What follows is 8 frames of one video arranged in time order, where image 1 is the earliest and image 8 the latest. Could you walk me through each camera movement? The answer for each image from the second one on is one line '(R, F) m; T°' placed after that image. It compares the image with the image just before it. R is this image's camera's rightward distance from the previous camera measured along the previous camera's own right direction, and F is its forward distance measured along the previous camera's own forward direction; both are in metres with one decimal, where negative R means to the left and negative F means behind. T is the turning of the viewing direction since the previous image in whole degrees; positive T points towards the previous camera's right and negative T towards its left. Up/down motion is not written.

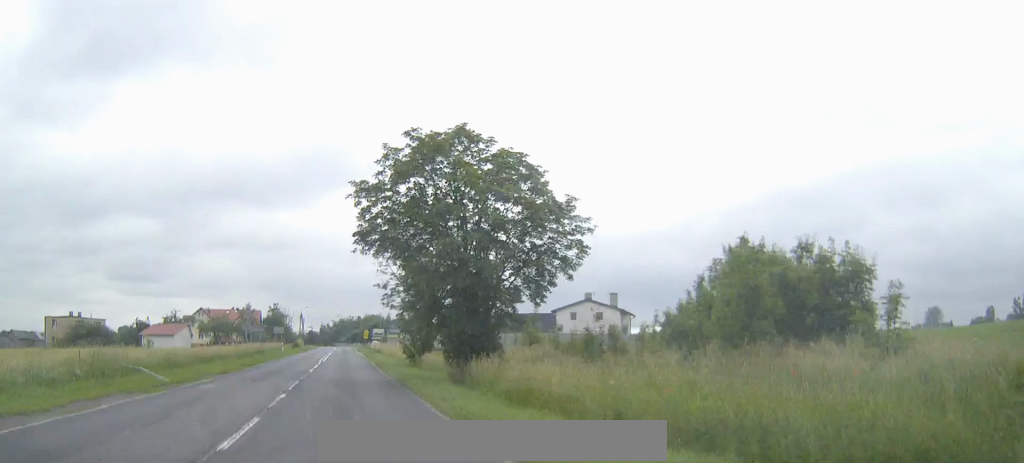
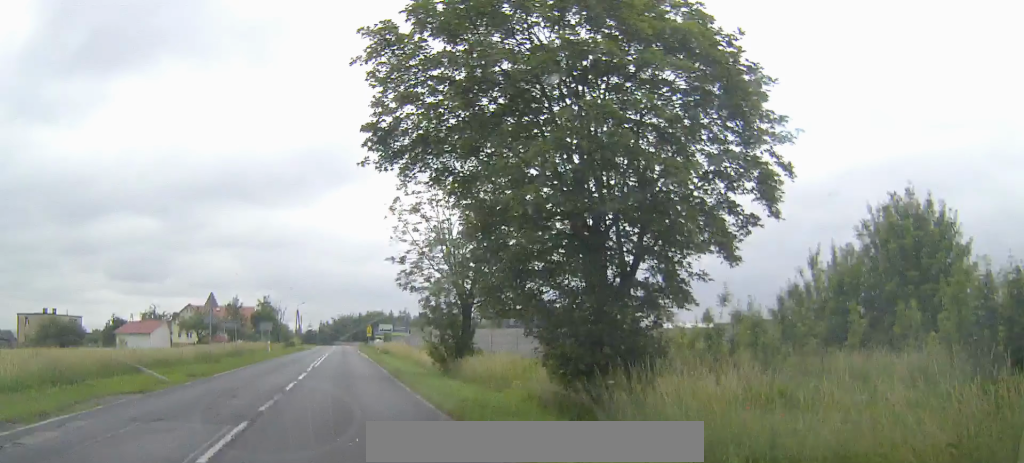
(0.0, +13.6) m; 0°
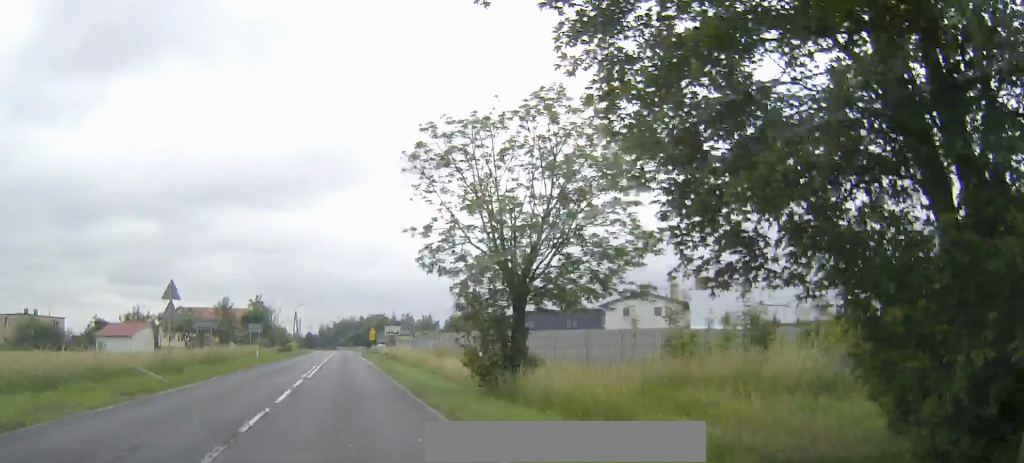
(0.0, +8.9) m; 0°
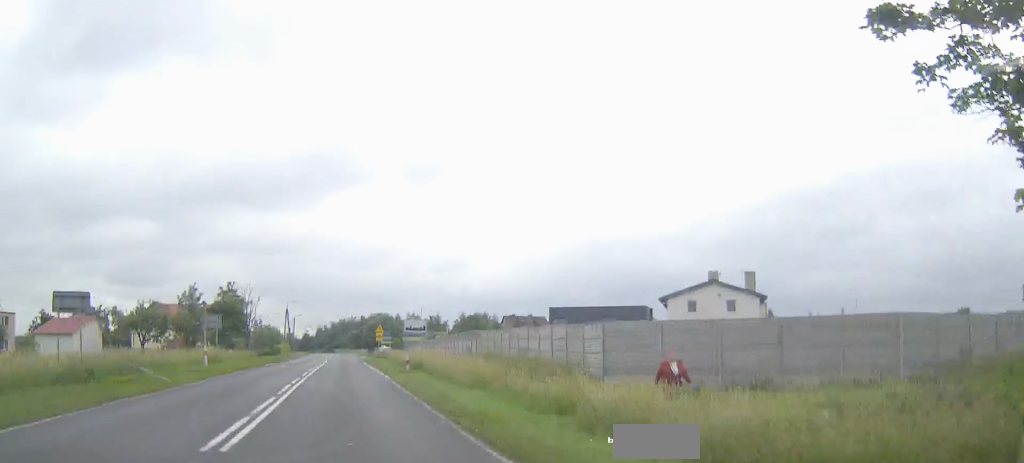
(0.0, +20.0) m; 0°
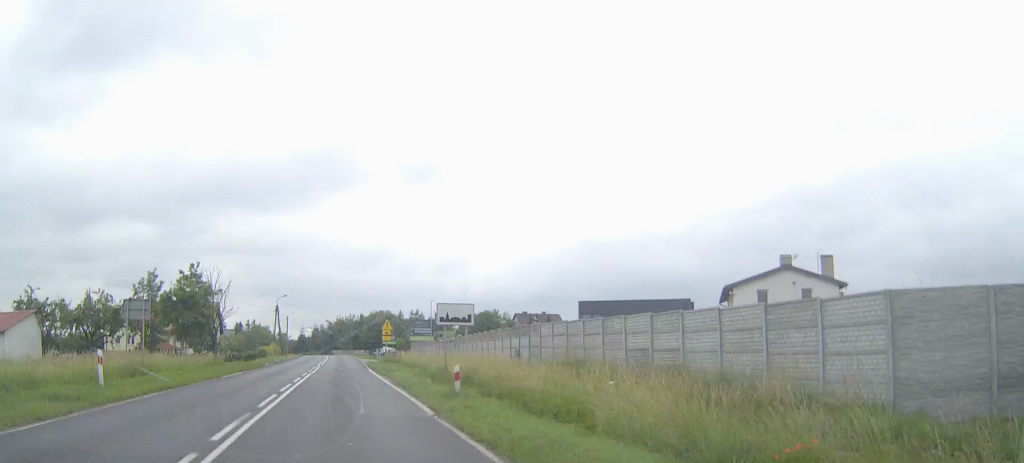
(0.0, +14.6) m; 0°
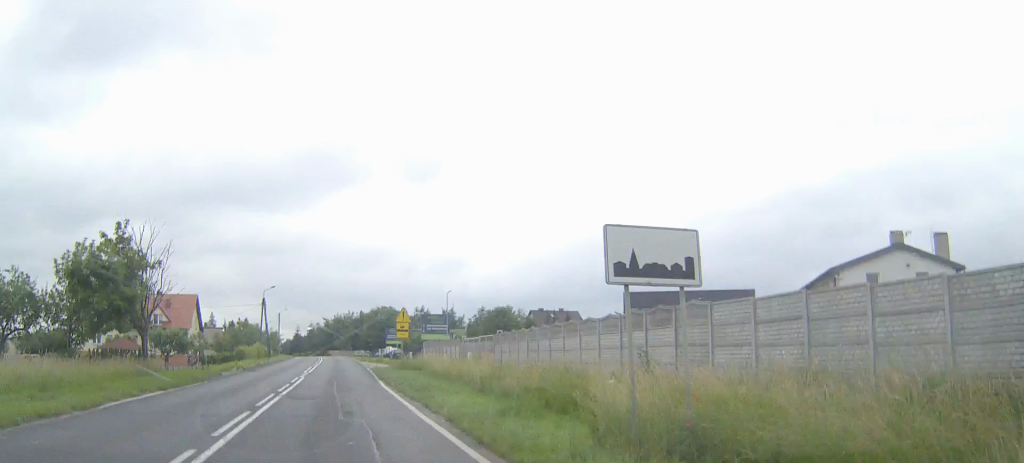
(0.0, +16.2) m; 0°
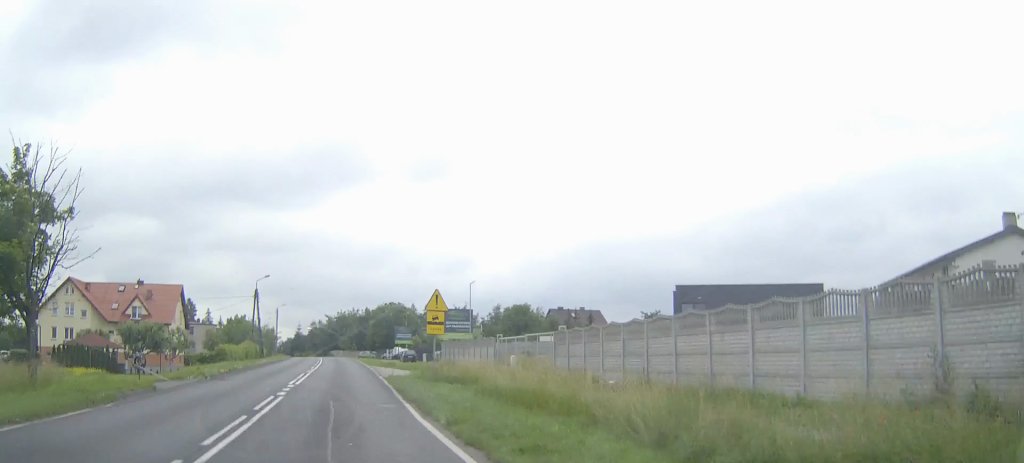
(0.0, +11.9) m; 0°
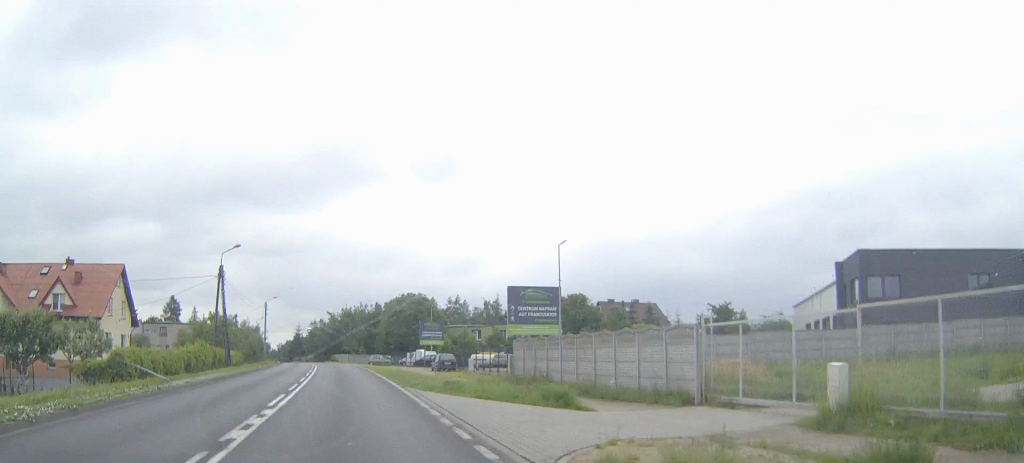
(-0.1, +26.1) m; 0°
